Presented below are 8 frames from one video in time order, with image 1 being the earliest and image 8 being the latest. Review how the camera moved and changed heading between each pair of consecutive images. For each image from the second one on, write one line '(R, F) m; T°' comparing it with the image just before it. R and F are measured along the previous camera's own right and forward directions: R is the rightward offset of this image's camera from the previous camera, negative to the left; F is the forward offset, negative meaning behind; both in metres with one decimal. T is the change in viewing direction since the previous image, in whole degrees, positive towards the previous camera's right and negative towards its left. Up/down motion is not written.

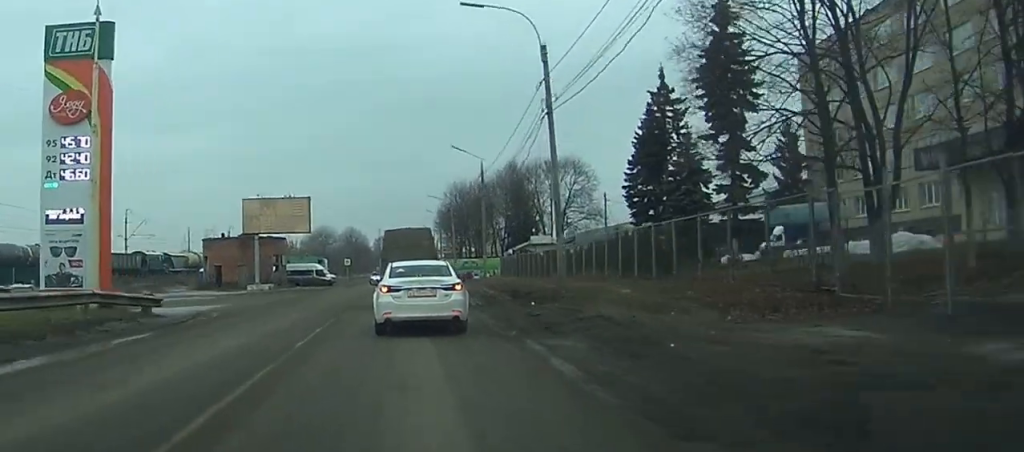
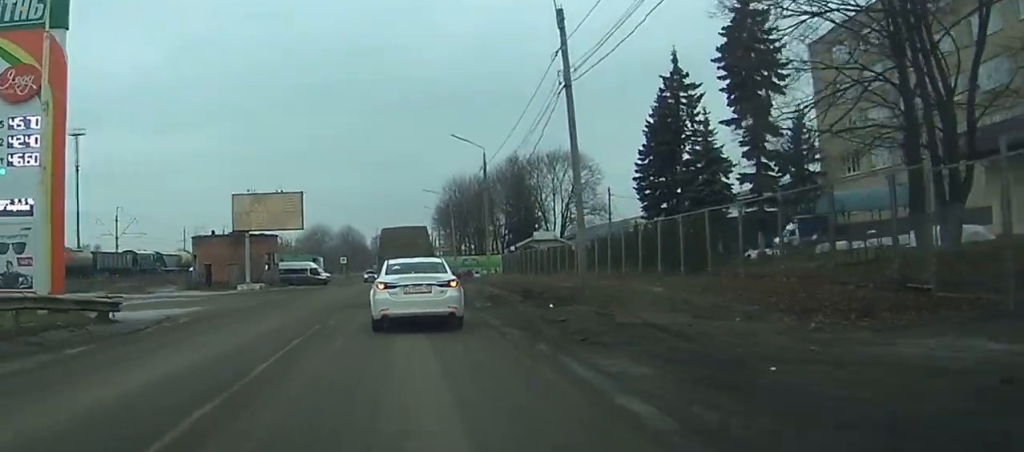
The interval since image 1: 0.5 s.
(0.0, +3.5) m; 0°
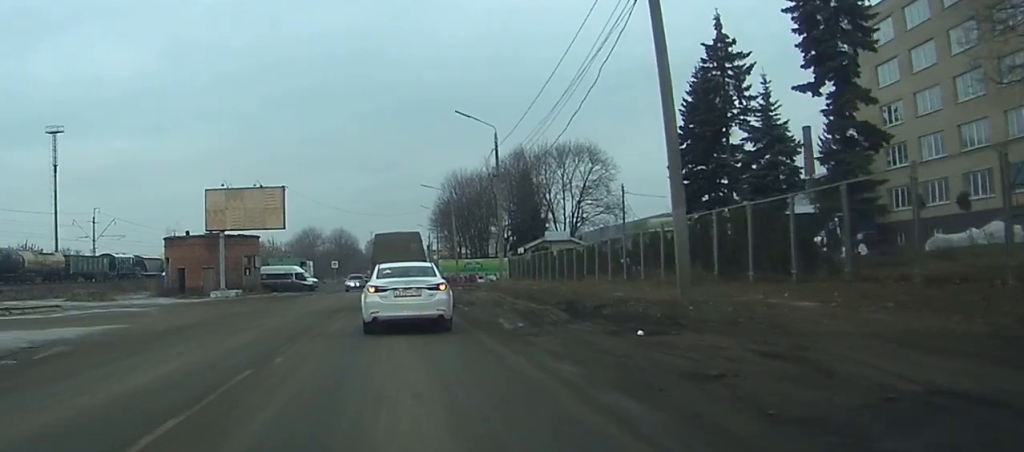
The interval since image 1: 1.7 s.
(0.0, +8.3) m; 0°
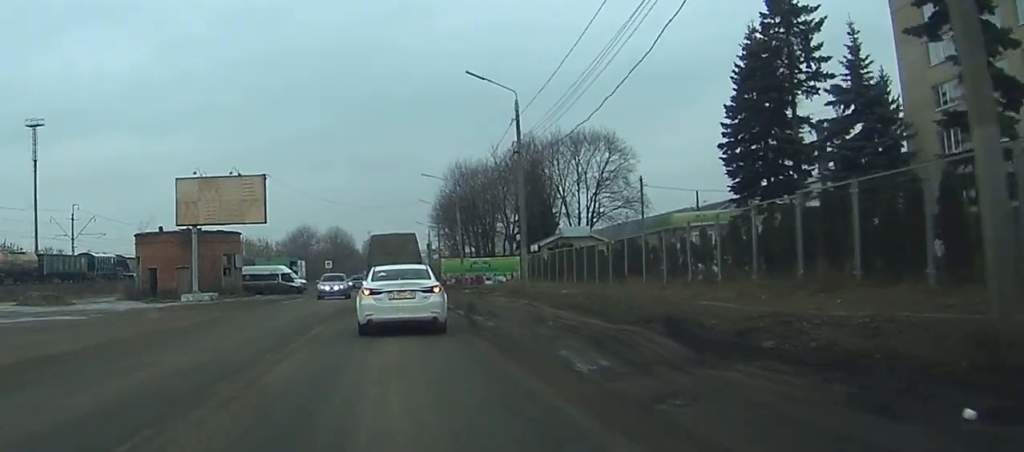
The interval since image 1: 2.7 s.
(0.0, +8.0) m; -1°
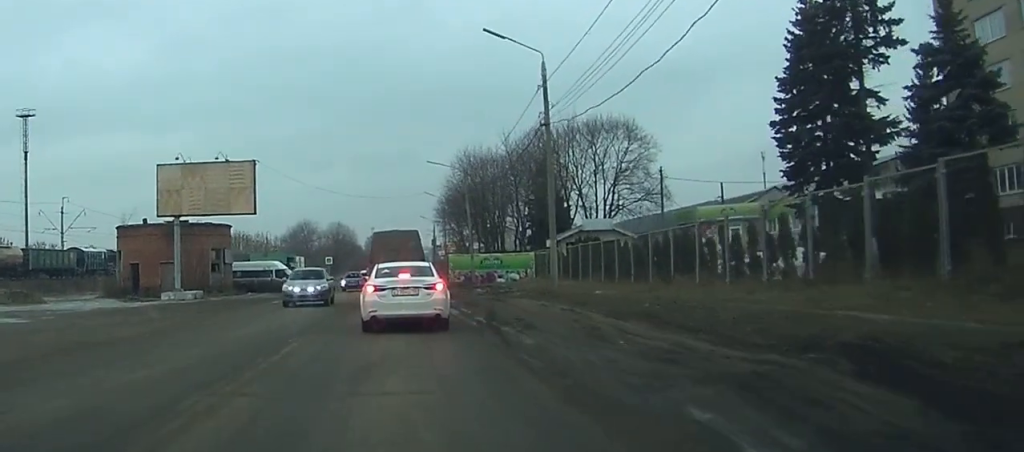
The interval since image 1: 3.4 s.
(-0.1, +5.5) m; -1°
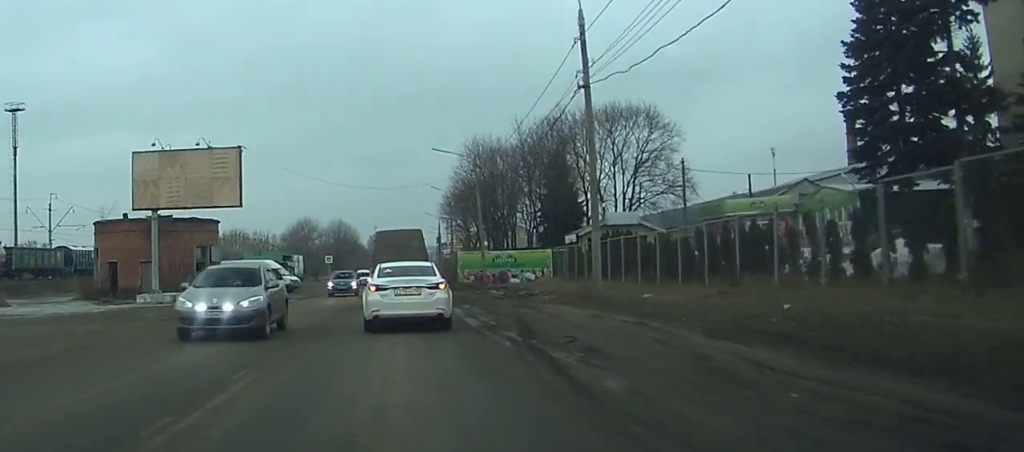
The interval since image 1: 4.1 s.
(0.0, +5.6) m; 0°
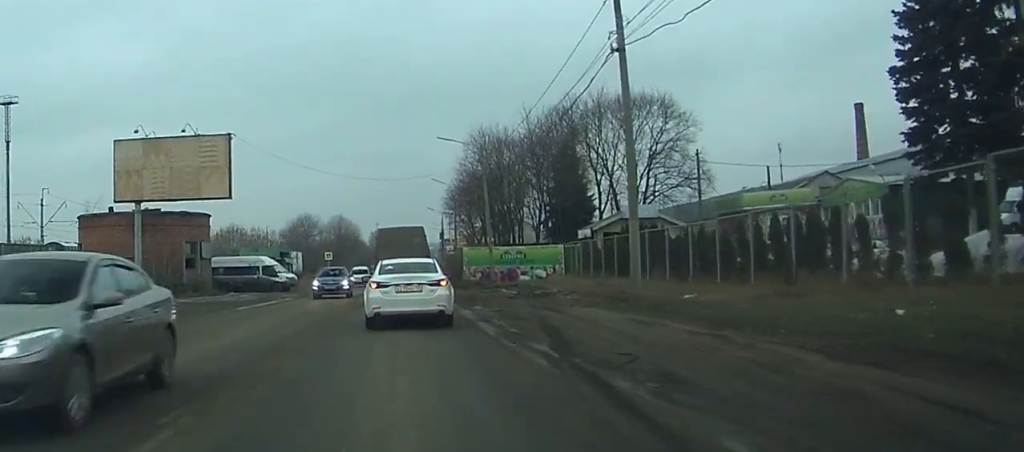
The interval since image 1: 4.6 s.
(0.0, +3.5) m; 0°
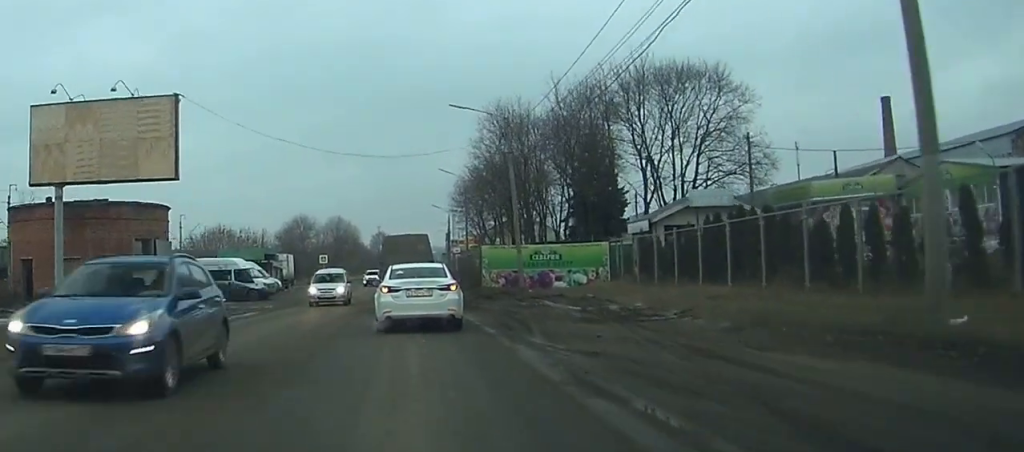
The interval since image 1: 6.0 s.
(0.0, +11.5) m; 0°
